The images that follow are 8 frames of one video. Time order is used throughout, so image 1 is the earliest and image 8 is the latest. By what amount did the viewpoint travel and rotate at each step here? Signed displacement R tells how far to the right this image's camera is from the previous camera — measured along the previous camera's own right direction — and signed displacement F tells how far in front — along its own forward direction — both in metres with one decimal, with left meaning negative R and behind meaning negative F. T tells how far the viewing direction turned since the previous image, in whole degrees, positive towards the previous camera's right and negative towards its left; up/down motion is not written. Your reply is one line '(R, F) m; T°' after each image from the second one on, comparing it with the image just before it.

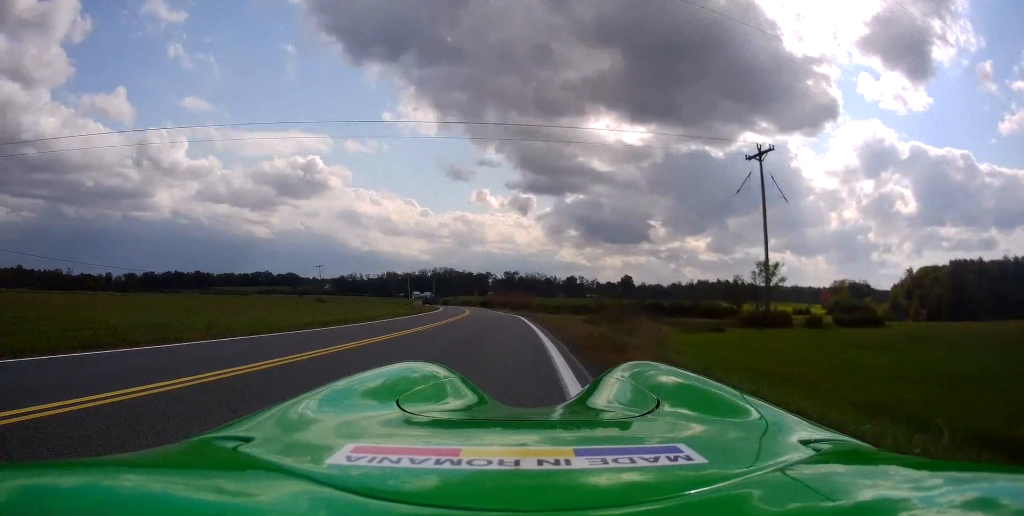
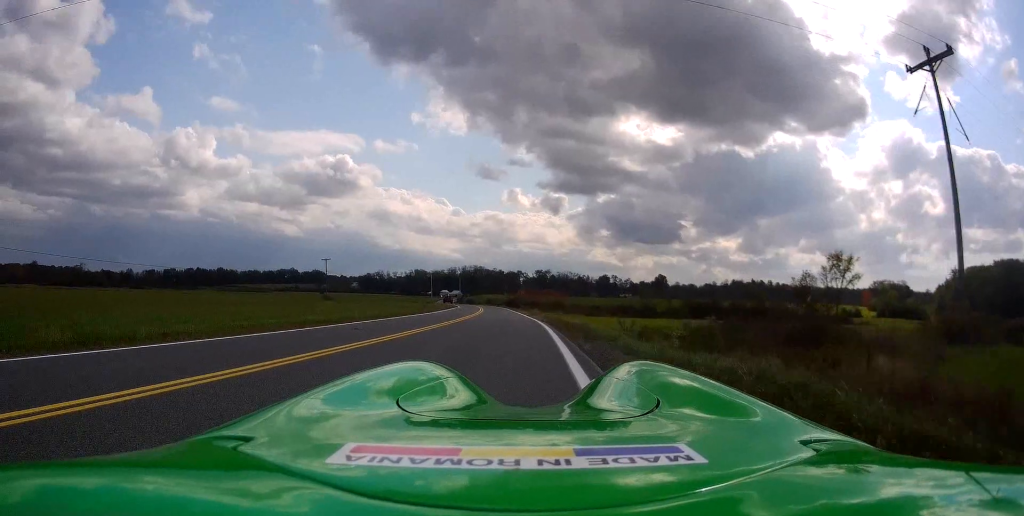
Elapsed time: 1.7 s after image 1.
(-0.3, +18.8) m; -1°
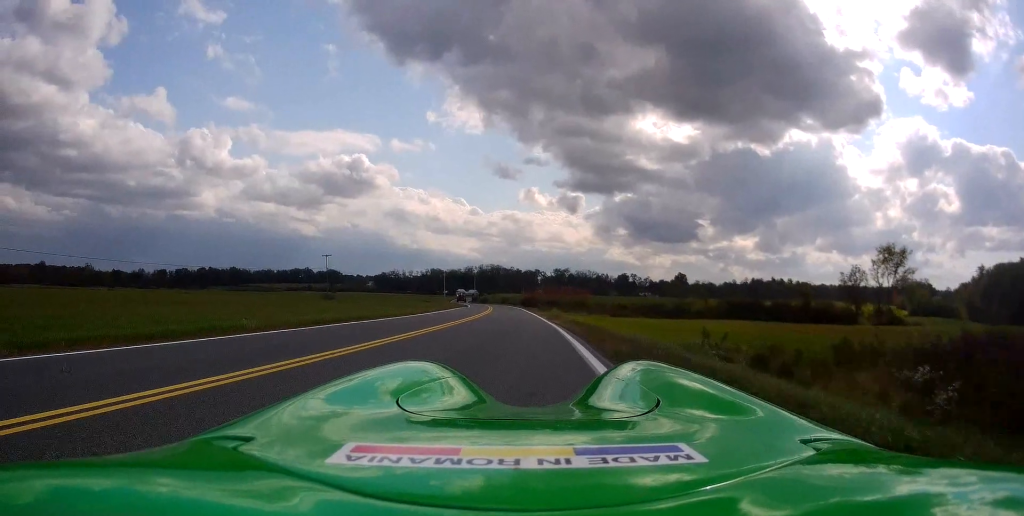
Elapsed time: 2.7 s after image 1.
(-0.5, +11.8) m; -3°
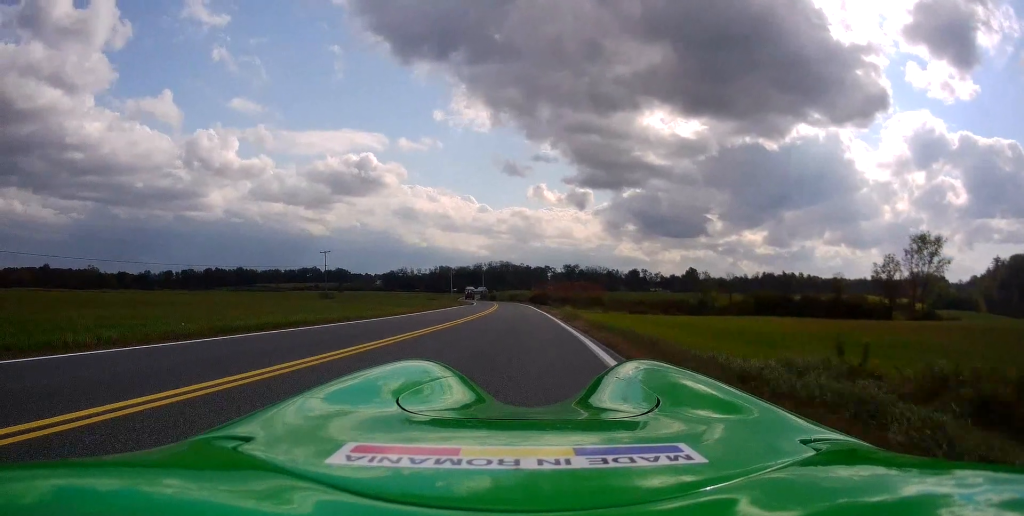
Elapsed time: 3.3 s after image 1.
(-0.1, +7.1) m; -1°
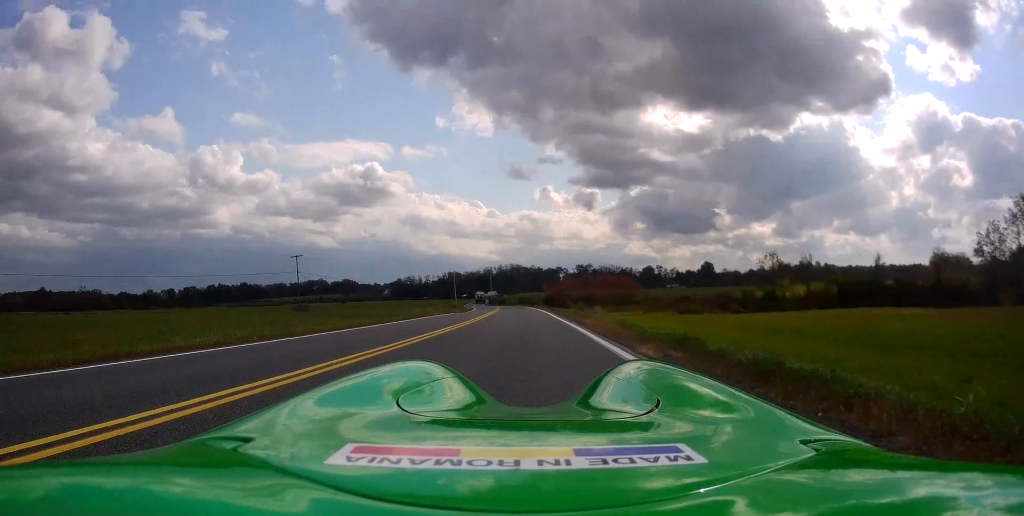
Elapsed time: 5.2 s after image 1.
(-0.3, +20.9) m; -3°
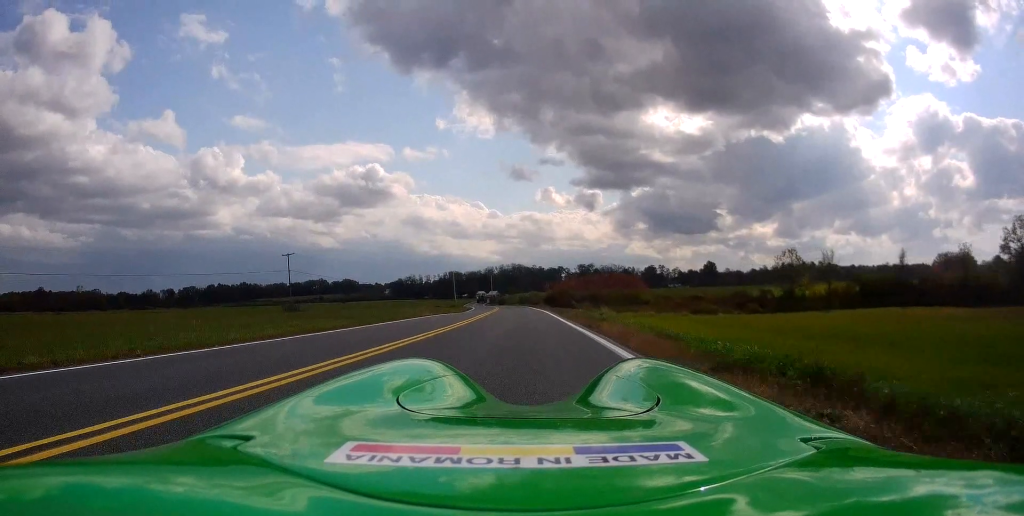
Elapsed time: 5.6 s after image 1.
(0.0, +4.6) m; 0°
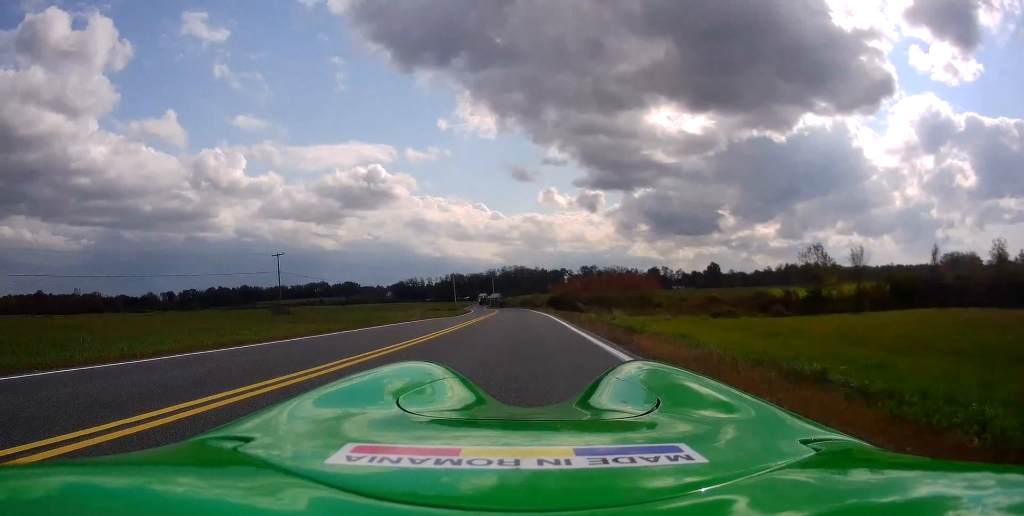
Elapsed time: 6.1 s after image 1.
(0.0, +5.1) m; 0°
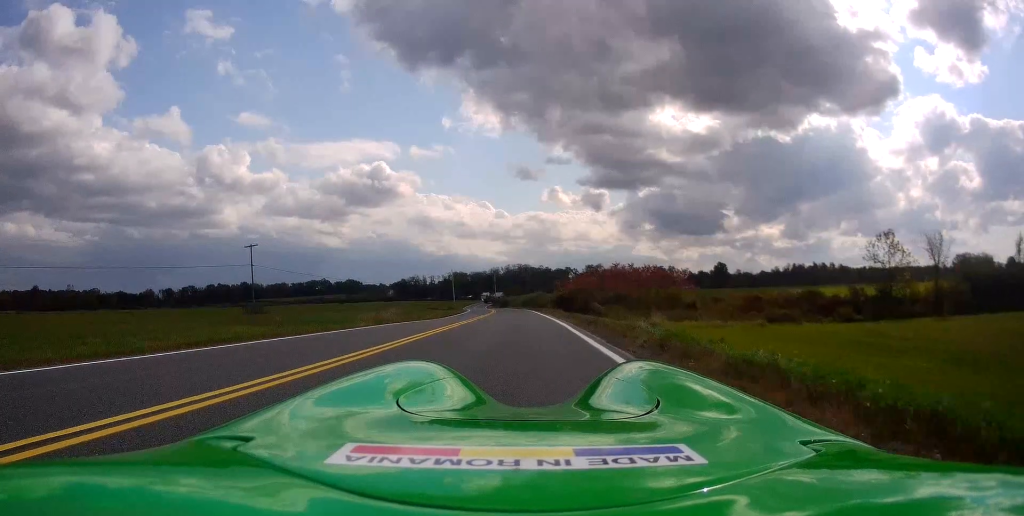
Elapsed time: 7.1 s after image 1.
(0.0, +11.2) m; 0°
